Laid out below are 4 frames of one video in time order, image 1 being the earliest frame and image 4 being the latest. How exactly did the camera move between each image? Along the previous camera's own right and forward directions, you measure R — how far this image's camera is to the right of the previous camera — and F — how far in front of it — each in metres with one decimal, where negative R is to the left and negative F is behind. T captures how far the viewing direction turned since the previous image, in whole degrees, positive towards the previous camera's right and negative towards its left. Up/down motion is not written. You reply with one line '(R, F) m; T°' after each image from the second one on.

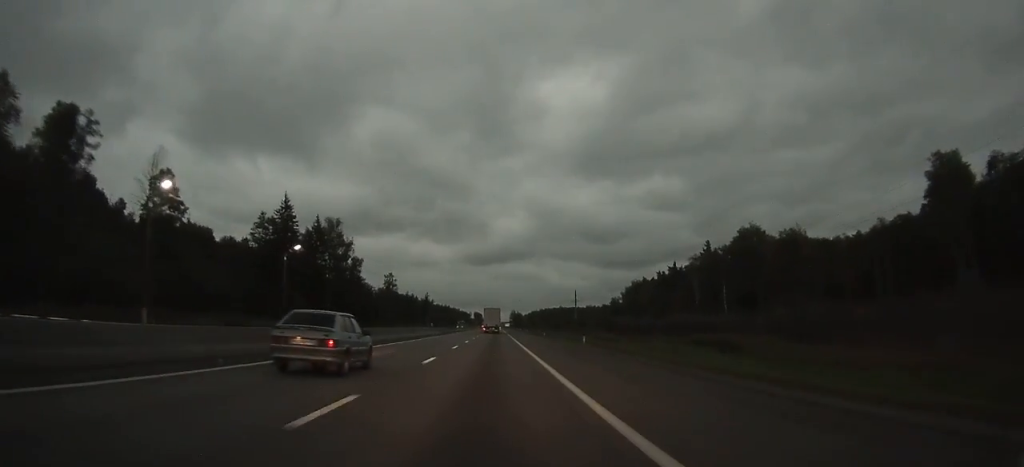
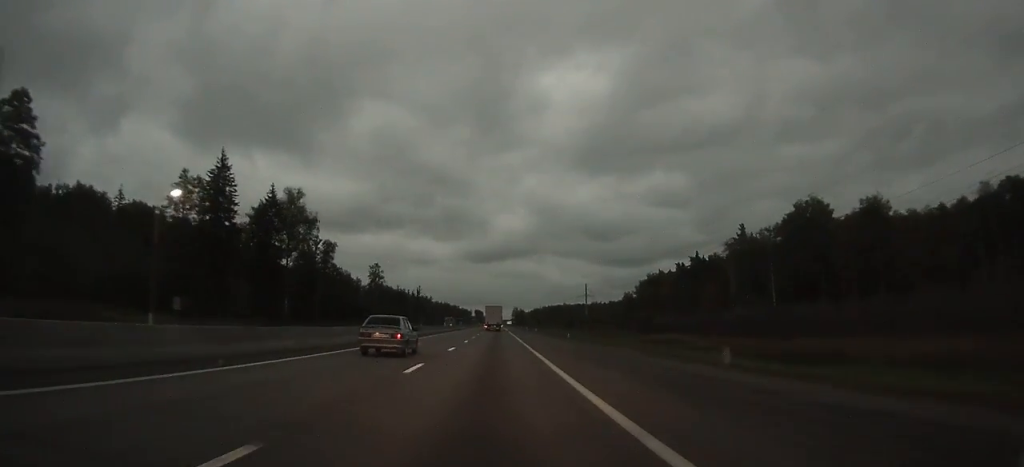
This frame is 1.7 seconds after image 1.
(0.0, +27.9) m; 0°
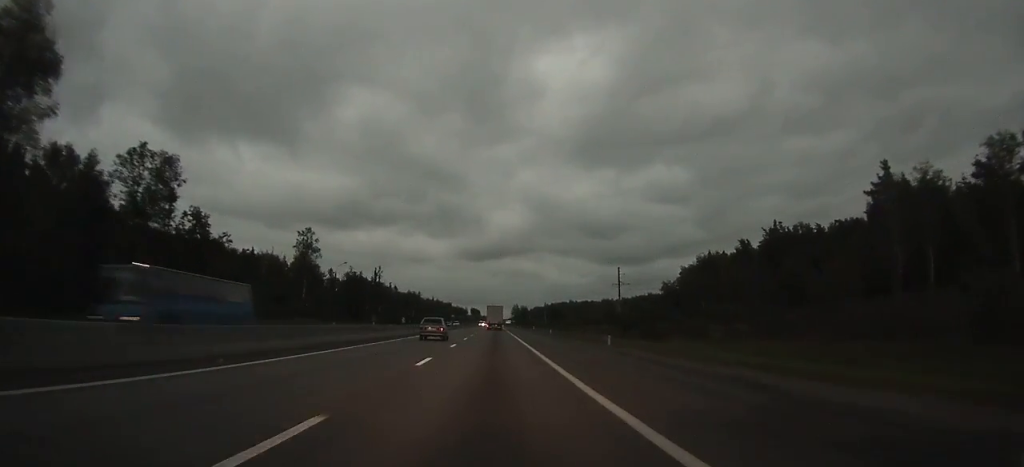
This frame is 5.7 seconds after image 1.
(0.0, +69.5) m; 0°
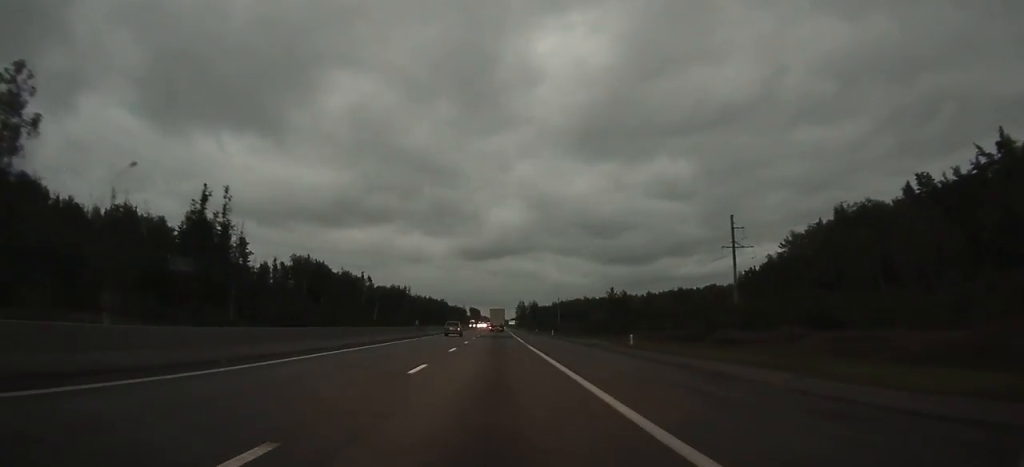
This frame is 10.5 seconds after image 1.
(-0.1, +85.2) m; 0°
